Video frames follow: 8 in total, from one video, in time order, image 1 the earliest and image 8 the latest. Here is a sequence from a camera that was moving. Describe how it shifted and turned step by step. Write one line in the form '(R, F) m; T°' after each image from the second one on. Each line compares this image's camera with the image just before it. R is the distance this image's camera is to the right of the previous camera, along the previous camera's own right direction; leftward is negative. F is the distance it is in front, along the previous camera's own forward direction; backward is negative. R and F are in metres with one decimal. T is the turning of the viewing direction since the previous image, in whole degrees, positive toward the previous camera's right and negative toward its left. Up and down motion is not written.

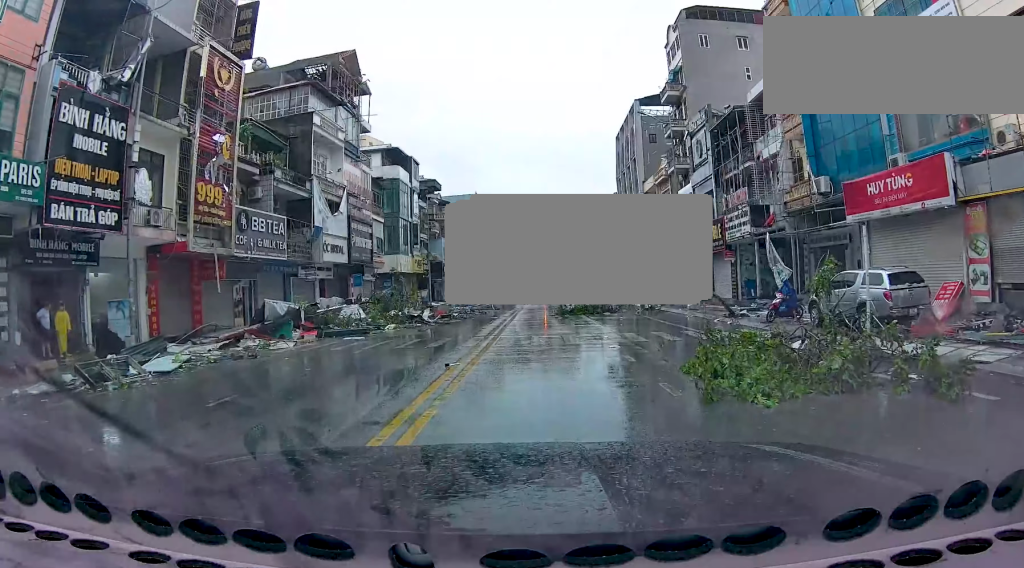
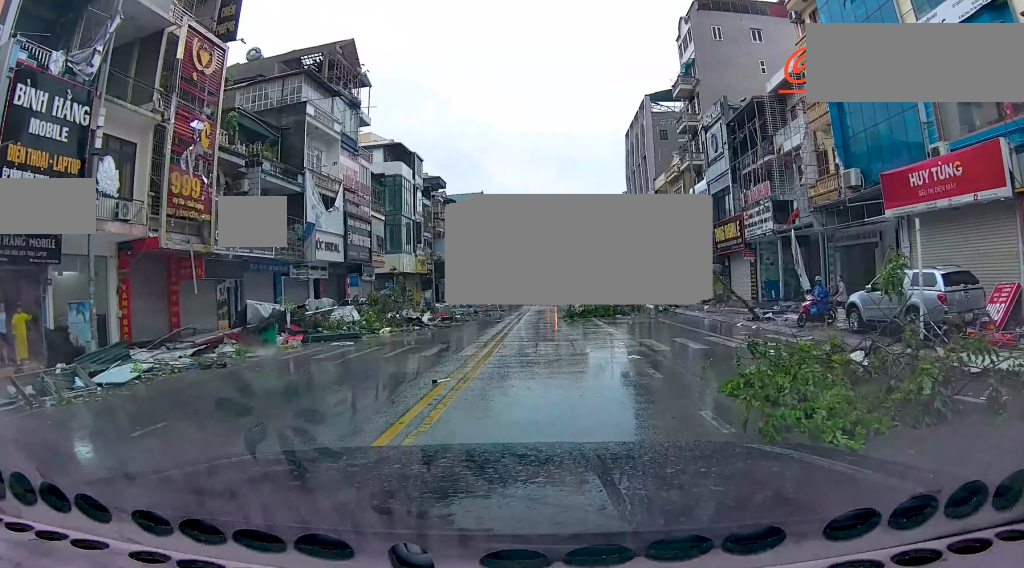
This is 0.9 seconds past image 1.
(-0.1, +2.4) m; -2°
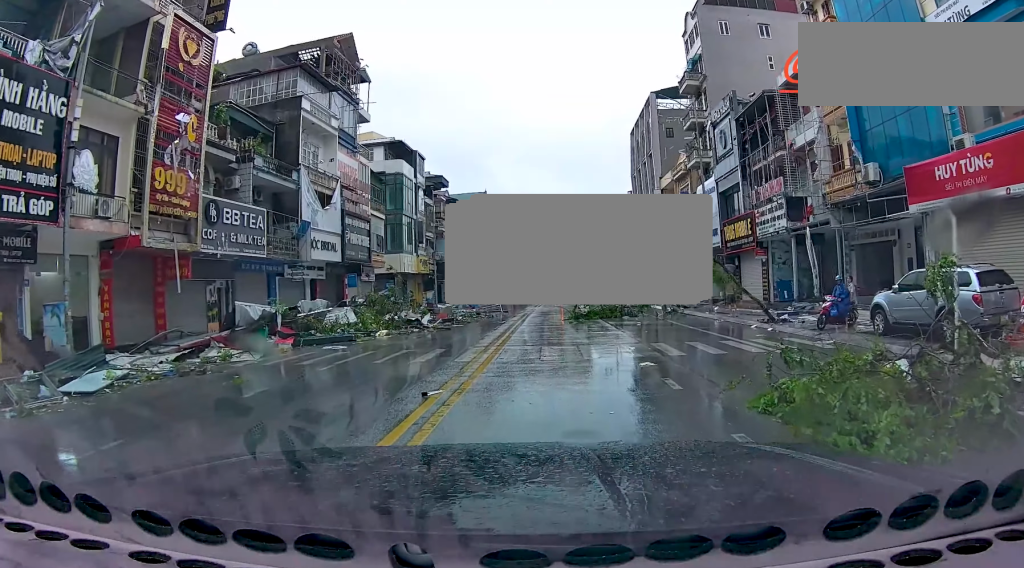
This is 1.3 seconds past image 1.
(0.0, +1.4) m; -1°
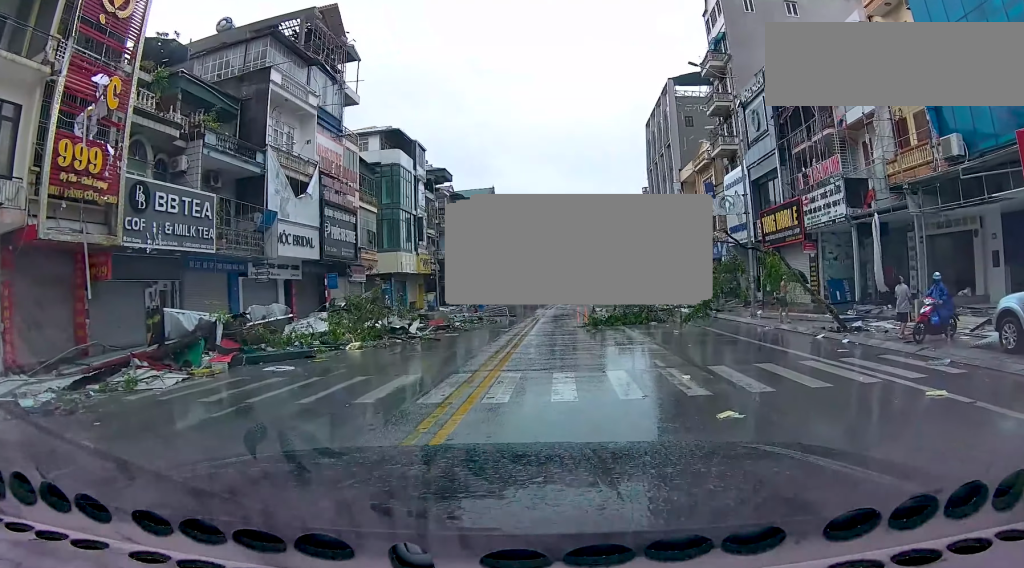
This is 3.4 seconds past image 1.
(0.0, +5.7) m; 0°
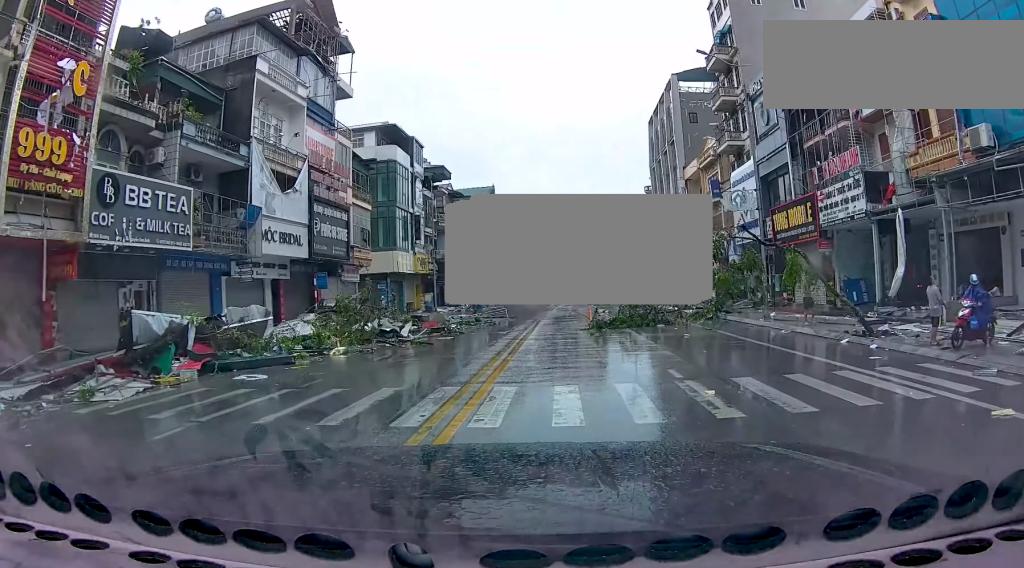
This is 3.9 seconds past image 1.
(0.0, +1.6) m; 0°
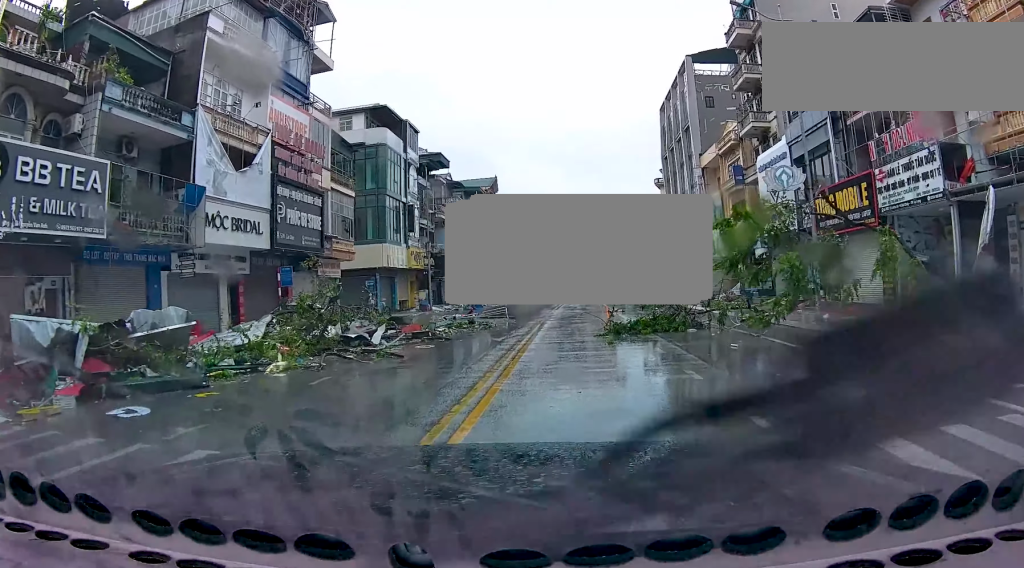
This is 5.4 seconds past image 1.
(0.0, +4.1) m; 0°
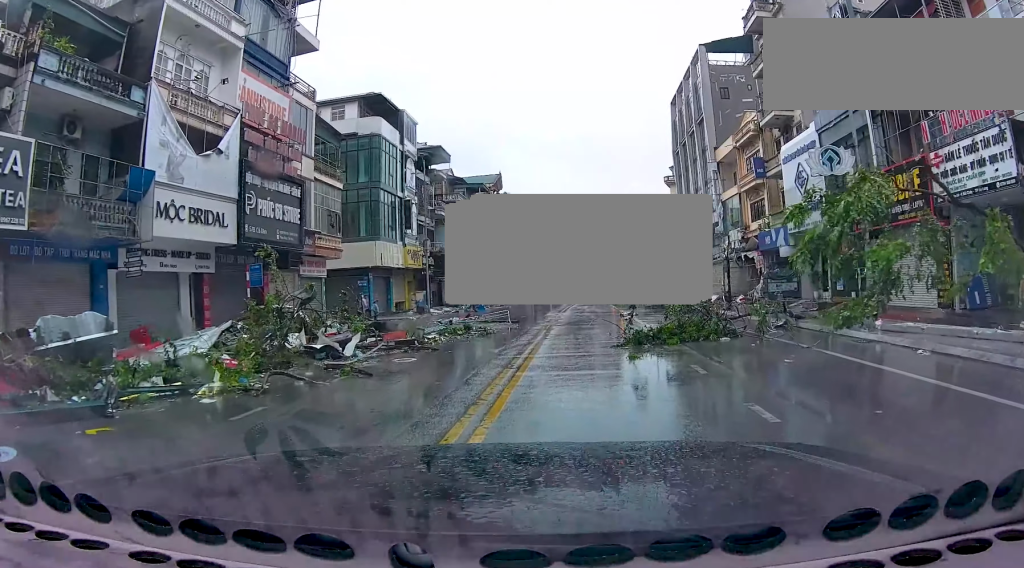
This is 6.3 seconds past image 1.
(0.0, +2.6) m; 0°
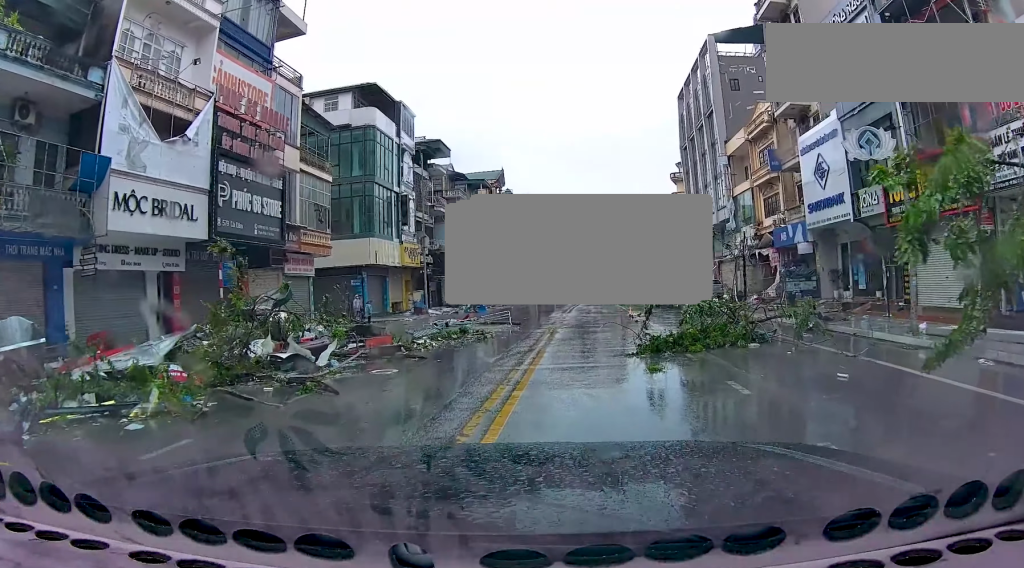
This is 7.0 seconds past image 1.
(0.0, +1.8) m; 0°
